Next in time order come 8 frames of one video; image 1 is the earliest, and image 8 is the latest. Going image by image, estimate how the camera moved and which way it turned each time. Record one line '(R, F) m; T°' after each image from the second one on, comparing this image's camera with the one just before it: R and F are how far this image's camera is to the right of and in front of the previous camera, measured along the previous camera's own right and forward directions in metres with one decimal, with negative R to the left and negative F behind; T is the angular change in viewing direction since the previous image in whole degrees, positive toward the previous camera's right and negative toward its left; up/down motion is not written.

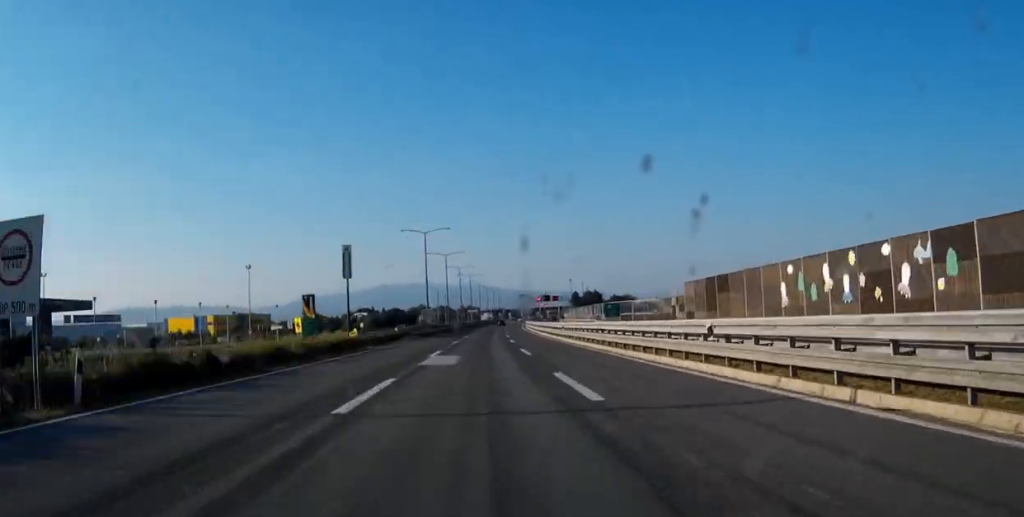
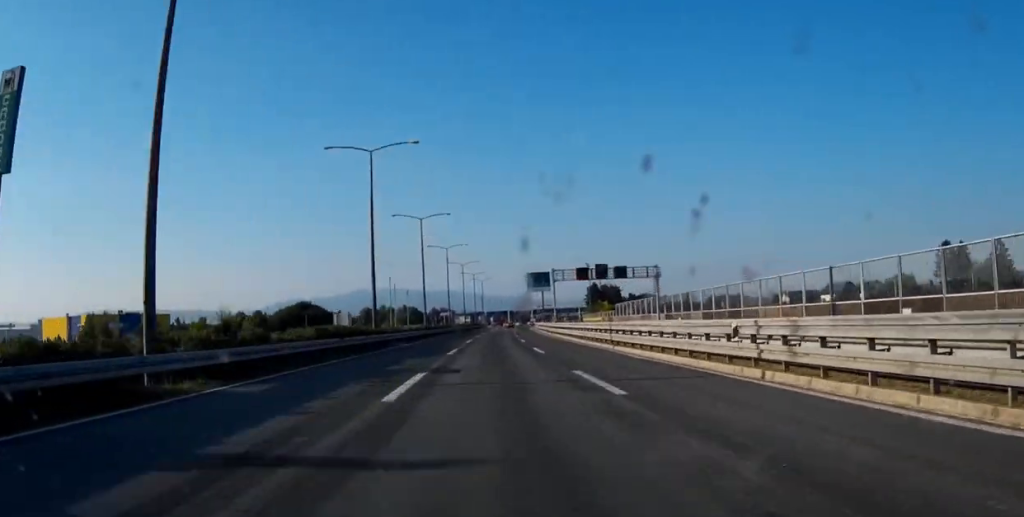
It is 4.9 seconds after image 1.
(+1.9, +107.4) m; +2°
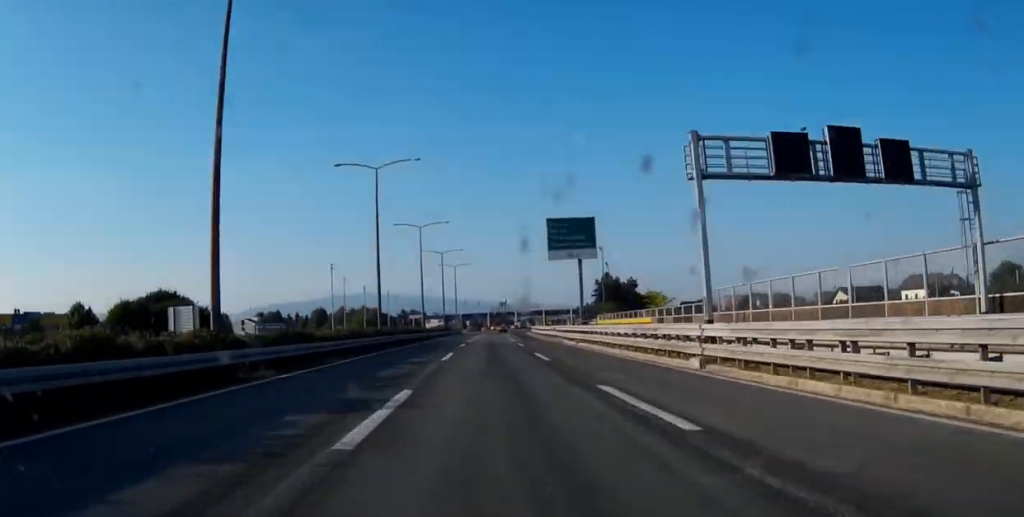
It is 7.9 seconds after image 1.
(+0.9, +59.0) m; +1°
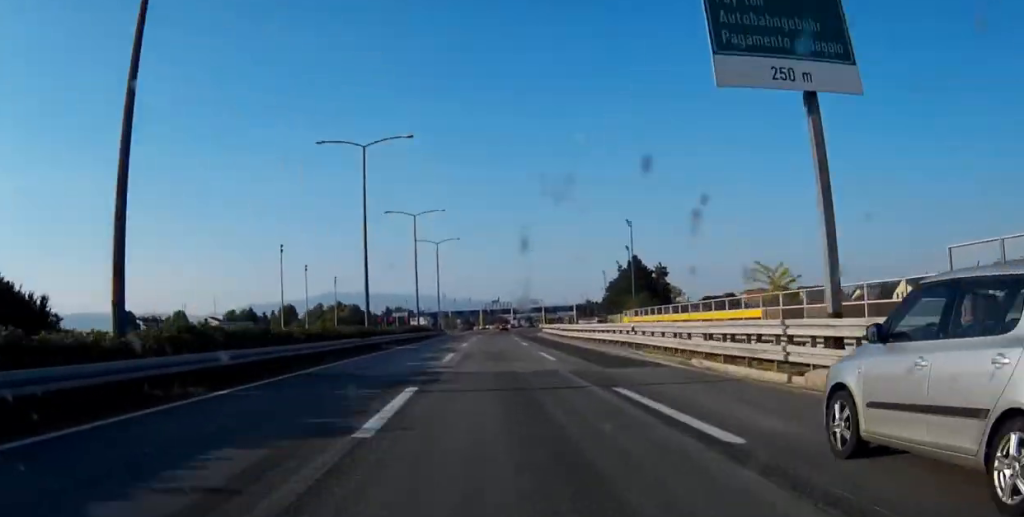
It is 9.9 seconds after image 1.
(+0.7, +38.5) m; 0°
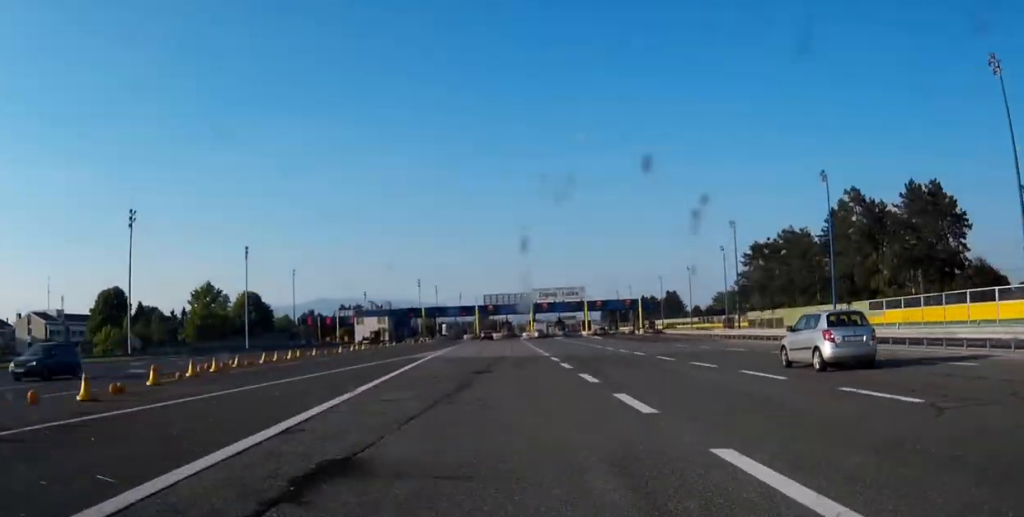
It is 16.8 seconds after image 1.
(+0.3, +116.2) m; 0°
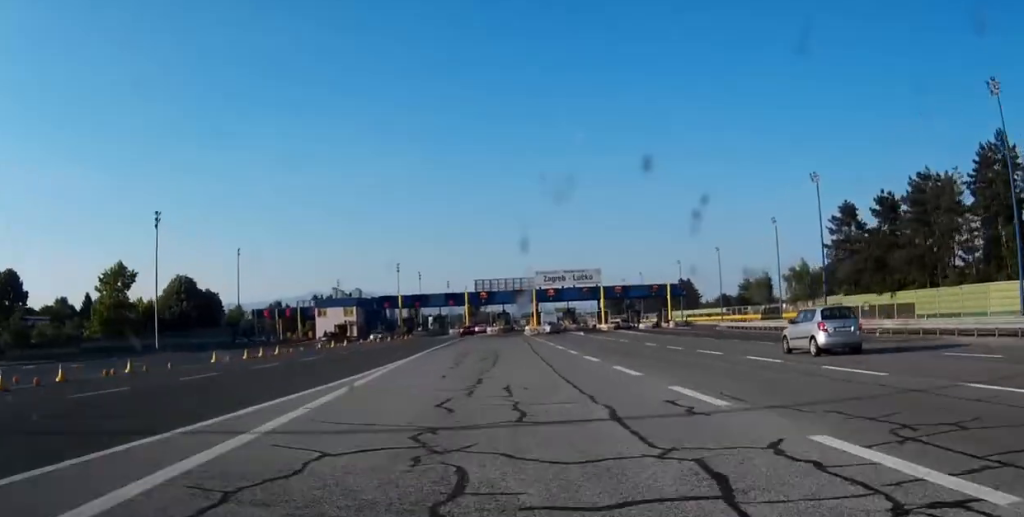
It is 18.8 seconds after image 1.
(+0.2, +28.7) m; 0°
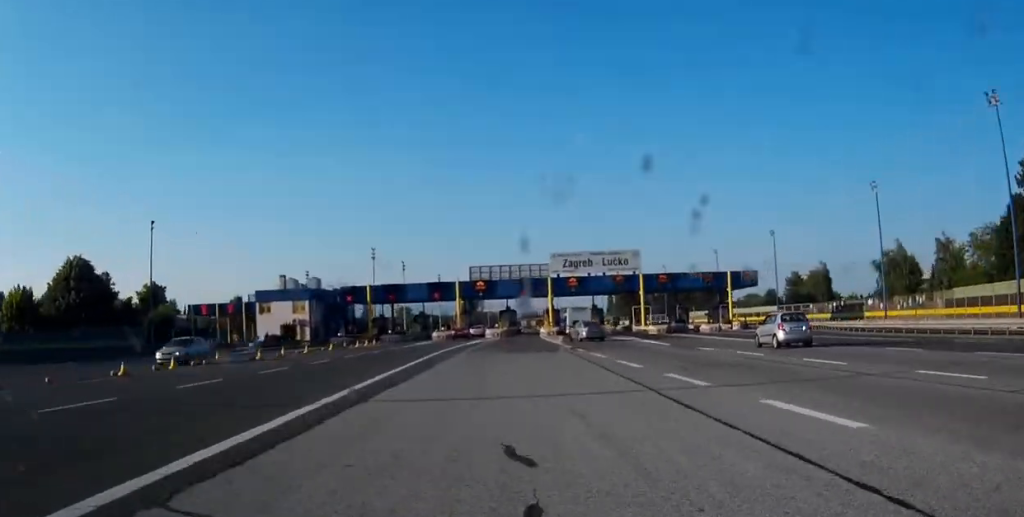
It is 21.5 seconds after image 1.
(-0.2, +31.3) m; 0°
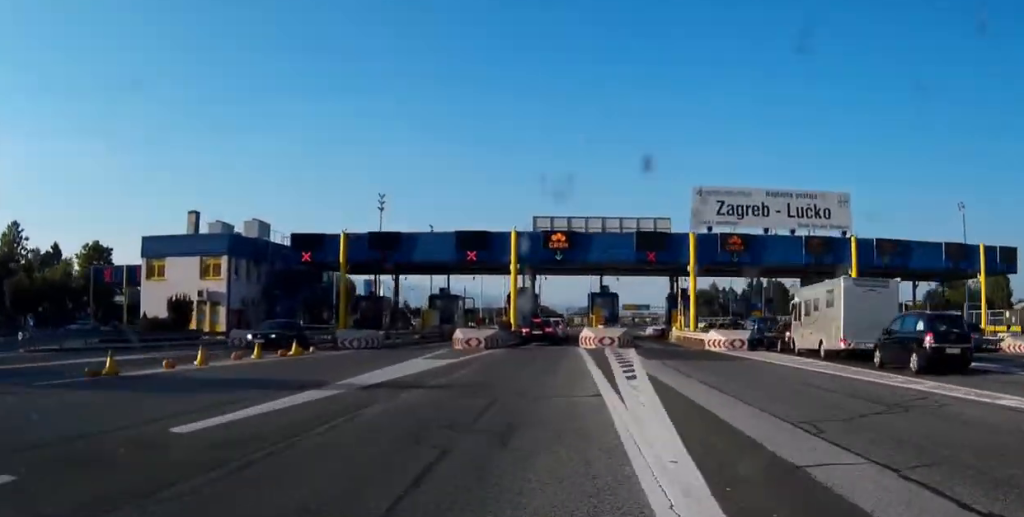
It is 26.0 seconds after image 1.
(+0.7, +40.4) m; +2°
